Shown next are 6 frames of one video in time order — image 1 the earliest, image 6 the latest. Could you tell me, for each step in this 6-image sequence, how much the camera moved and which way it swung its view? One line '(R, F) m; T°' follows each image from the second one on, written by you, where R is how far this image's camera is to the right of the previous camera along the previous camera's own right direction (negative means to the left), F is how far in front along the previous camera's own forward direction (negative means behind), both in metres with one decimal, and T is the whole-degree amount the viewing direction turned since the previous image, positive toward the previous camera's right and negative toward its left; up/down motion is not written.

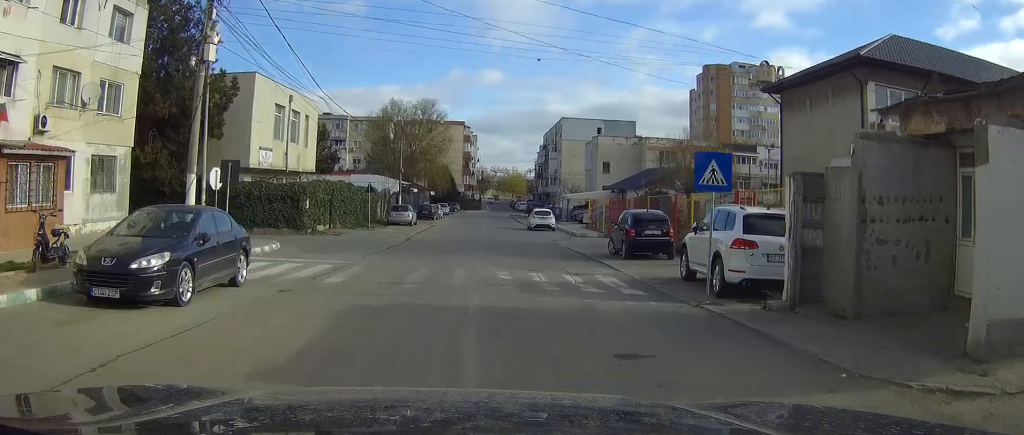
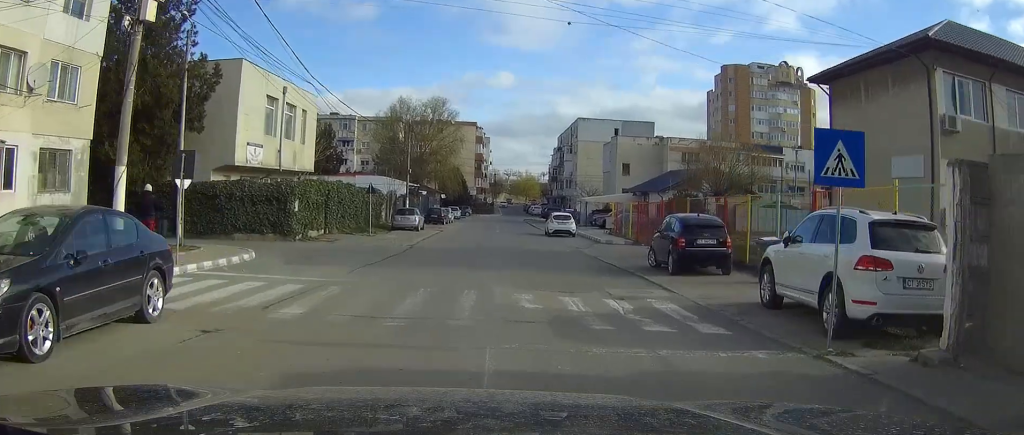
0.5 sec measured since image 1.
(-0.7, +4.5) m; -4°
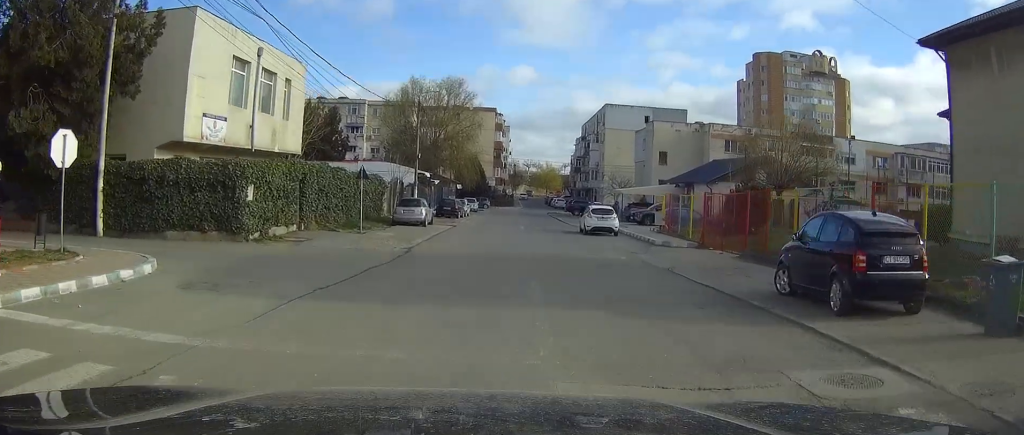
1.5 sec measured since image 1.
(+0.1, +8.2) m; +2°
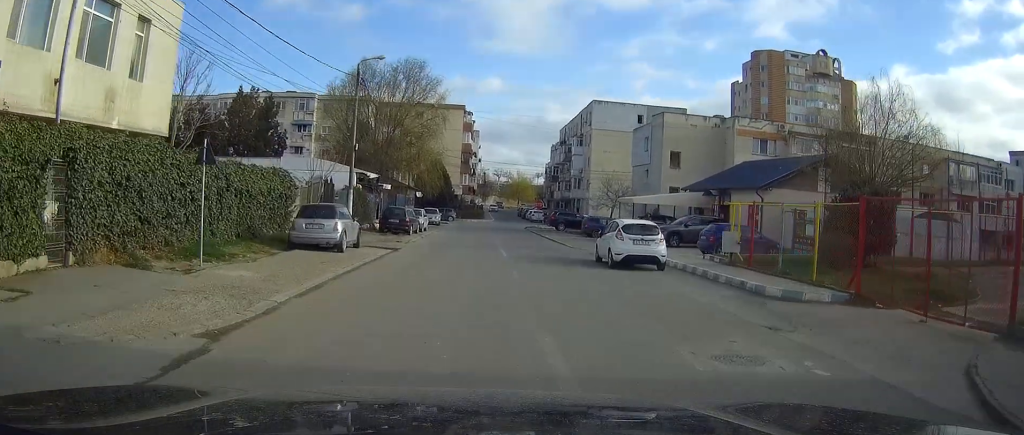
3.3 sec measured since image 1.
(+0.3, +14.1) m; +2°
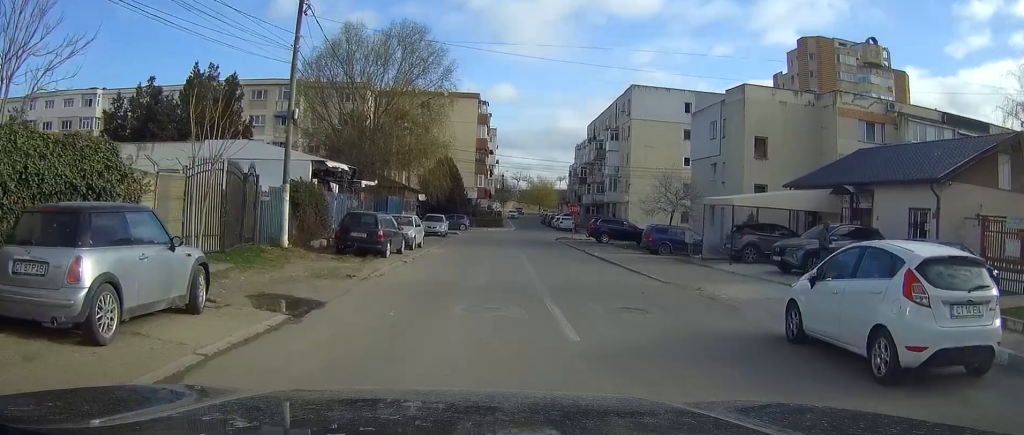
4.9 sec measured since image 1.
(+0.2, +14.1) m; 0°
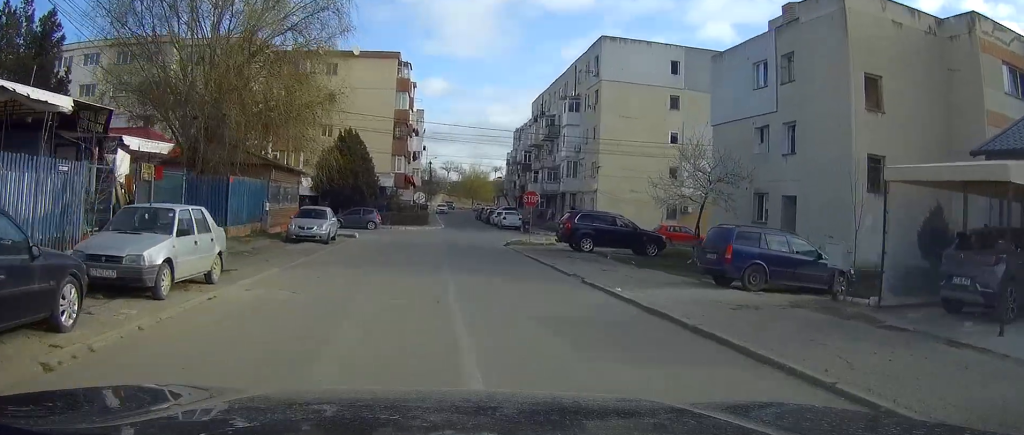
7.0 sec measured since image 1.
(0.0, +18.8) m; 0°
